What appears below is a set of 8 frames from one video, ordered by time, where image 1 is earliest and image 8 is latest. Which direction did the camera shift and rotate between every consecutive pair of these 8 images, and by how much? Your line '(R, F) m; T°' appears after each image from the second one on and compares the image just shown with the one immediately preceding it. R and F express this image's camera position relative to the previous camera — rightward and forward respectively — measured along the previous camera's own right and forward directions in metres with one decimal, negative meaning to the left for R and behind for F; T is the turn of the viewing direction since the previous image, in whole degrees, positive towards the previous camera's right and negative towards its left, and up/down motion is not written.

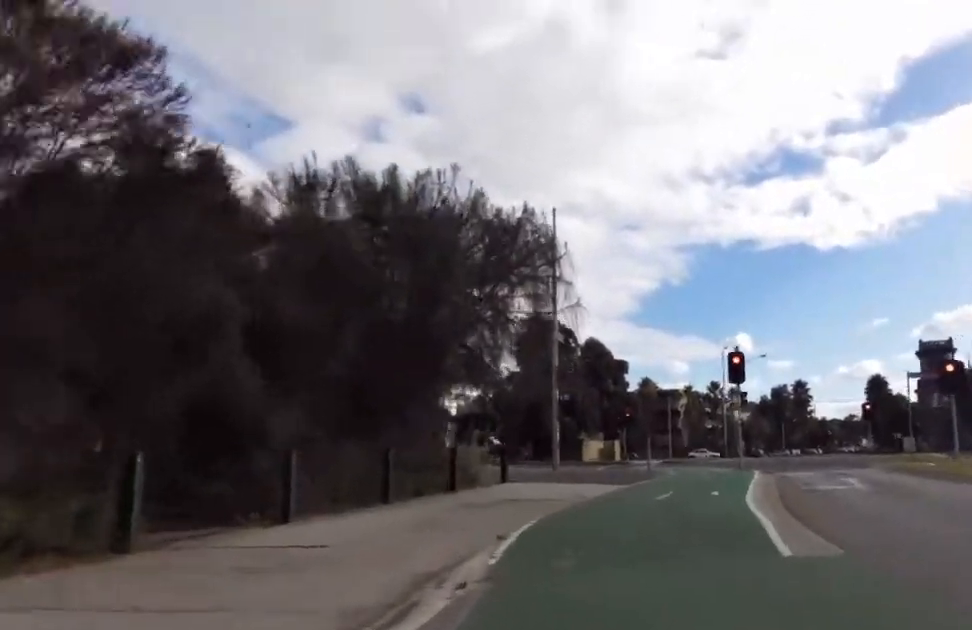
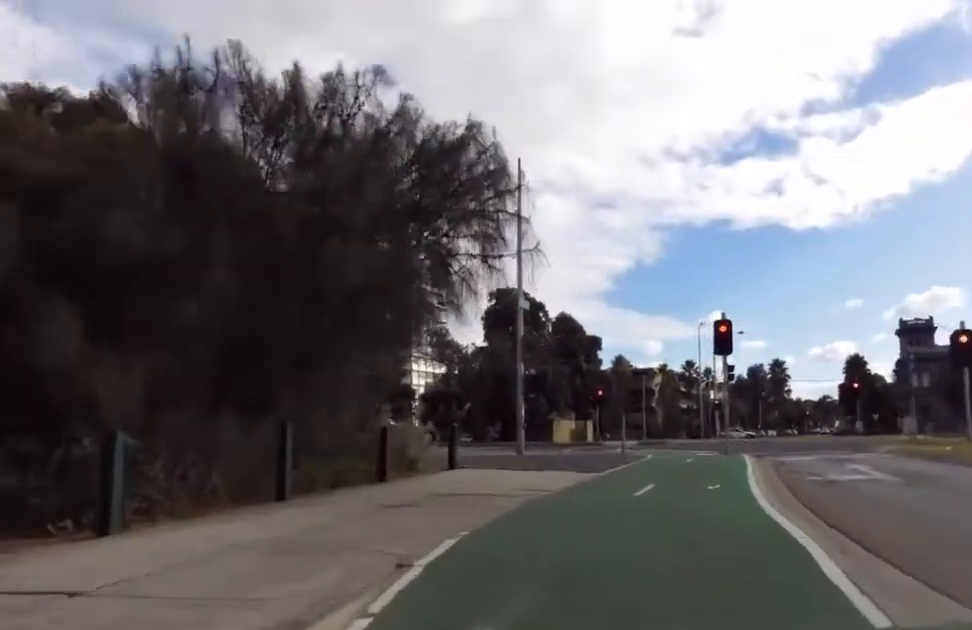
(0.0, +3.1) m; 0°
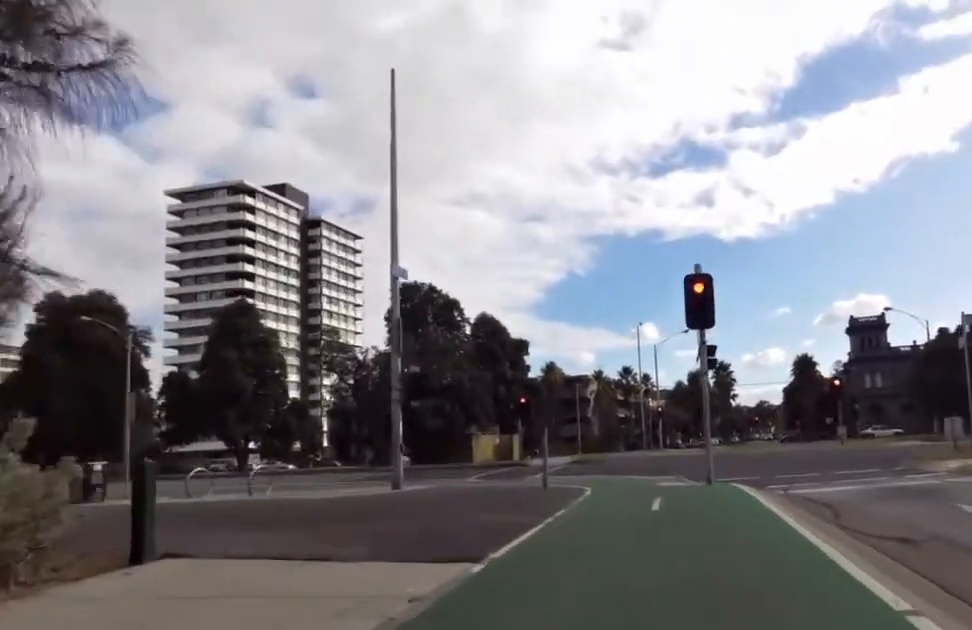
(0.0, +9.0) m; 0°
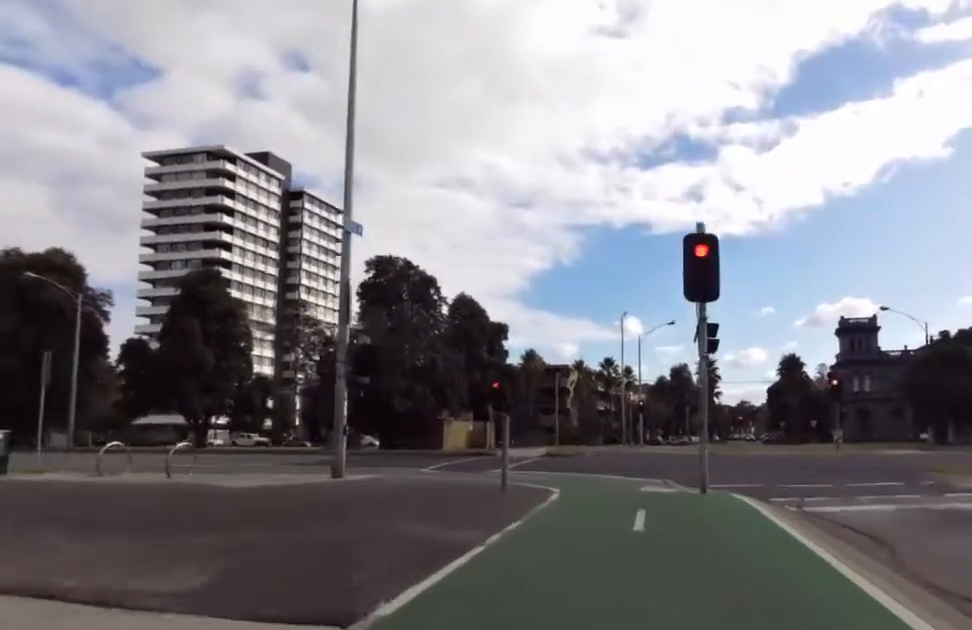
(0.0, +2.8) m; 0°
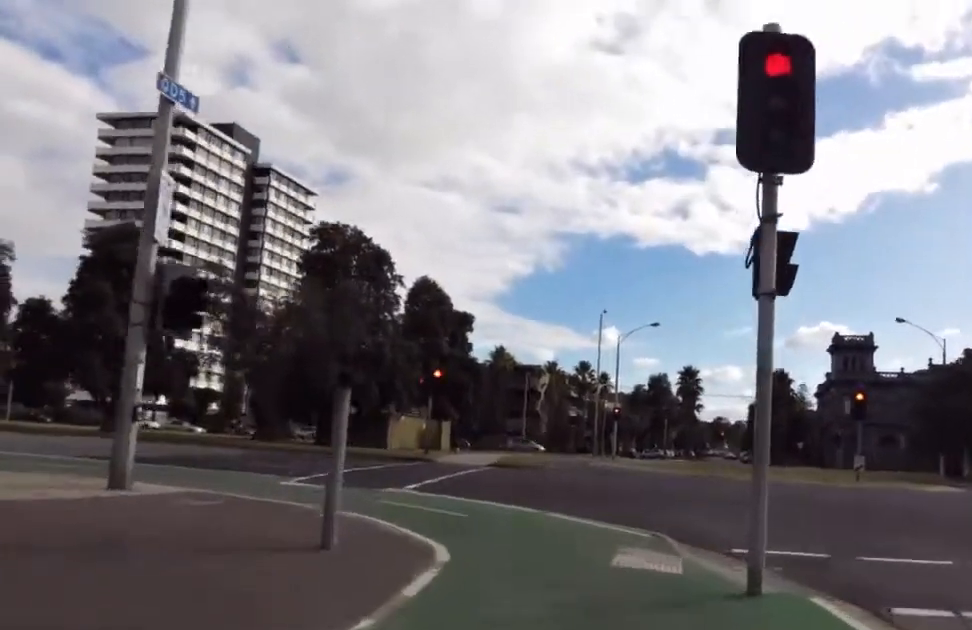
(0.0, +6.8) m; -4°
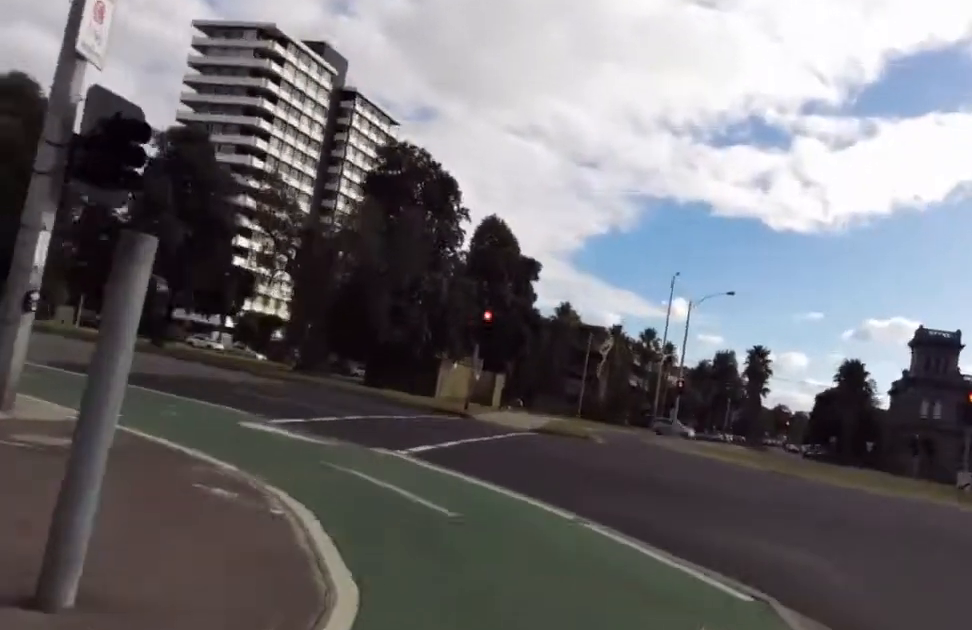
(+0.3, +3.8) m; -6°
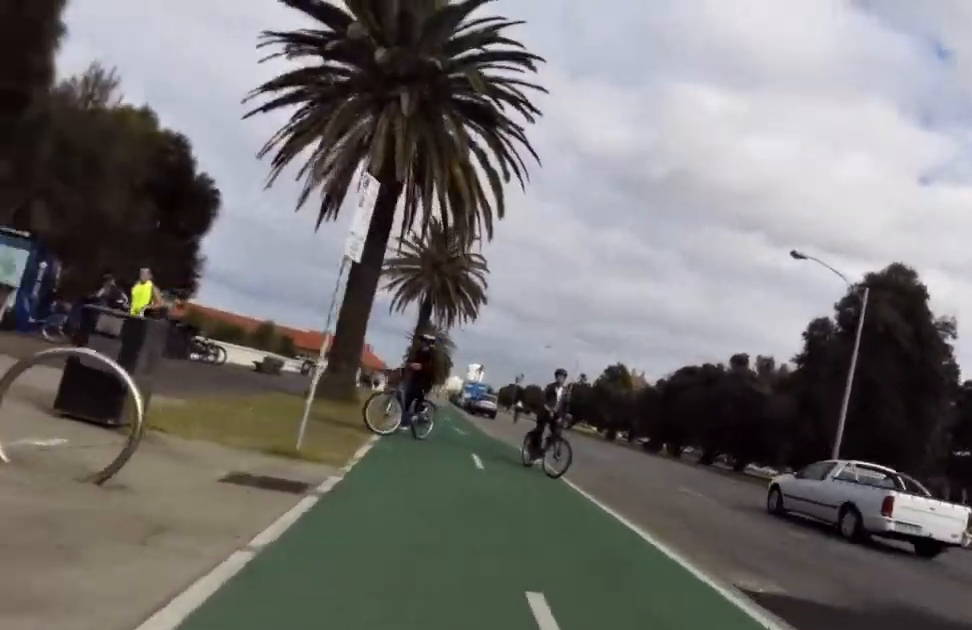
(-4.7, +11.2) m; -45°
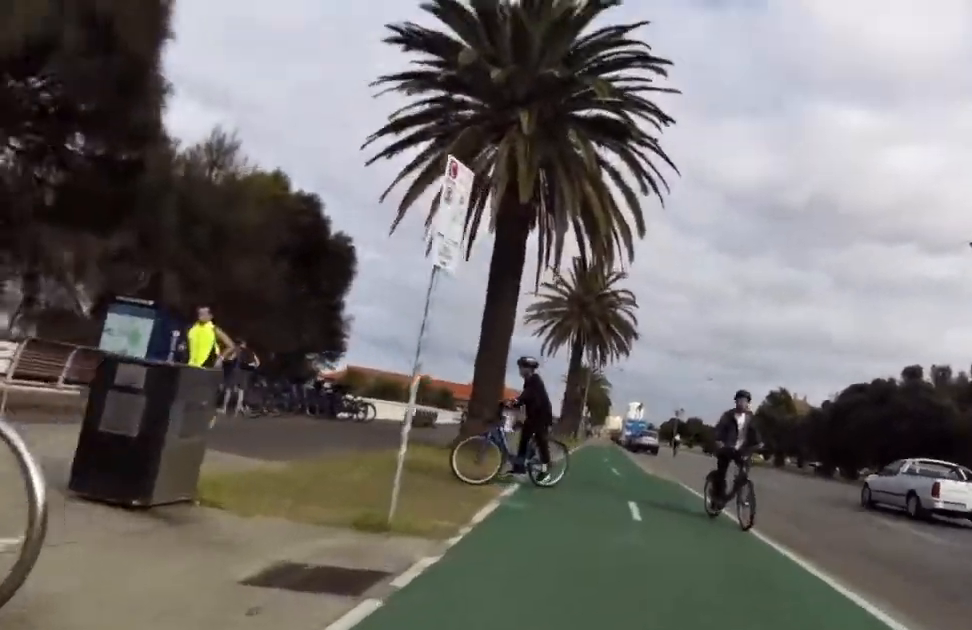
(-0.5, +2.5) m; -7°
